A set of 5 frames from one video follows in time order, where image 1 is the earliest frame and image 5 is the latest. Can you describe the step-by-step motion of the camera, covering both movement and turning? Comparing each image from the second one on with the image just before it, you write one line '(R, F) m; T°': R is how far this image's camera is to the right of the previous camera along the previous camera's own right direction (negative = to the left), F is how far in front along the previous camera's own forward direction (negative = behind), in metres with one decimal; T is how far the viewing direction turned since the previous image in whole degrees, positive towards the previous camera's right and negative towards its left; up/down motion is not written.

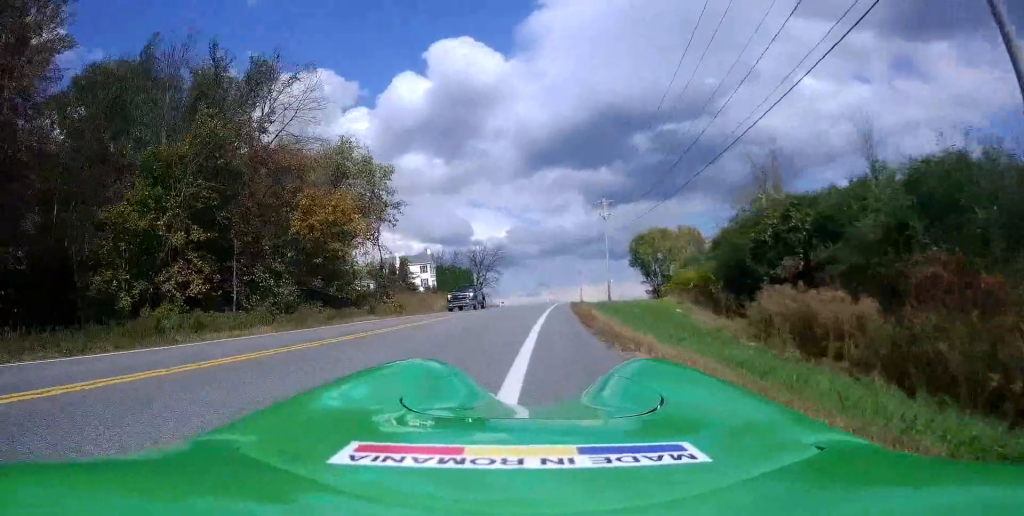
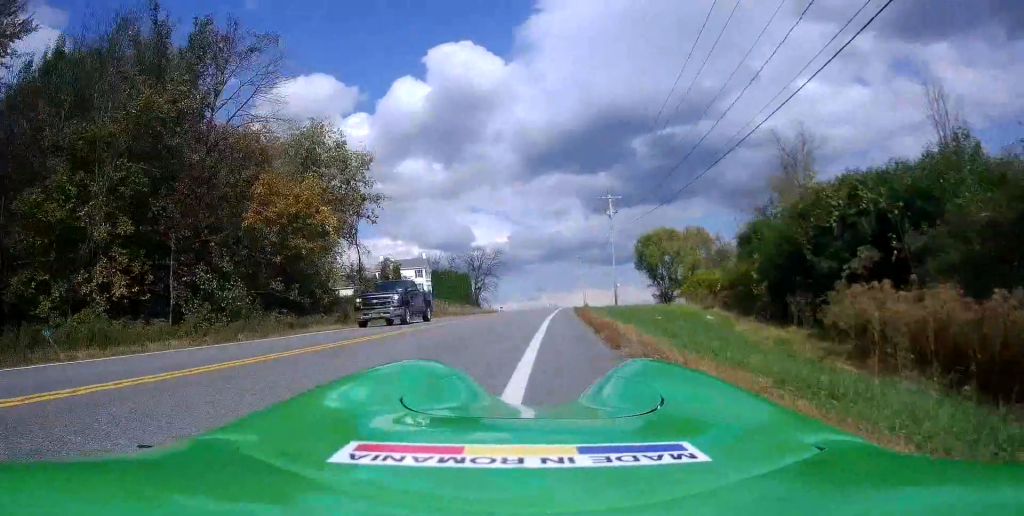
(+0.2, +5.8) m; -1°
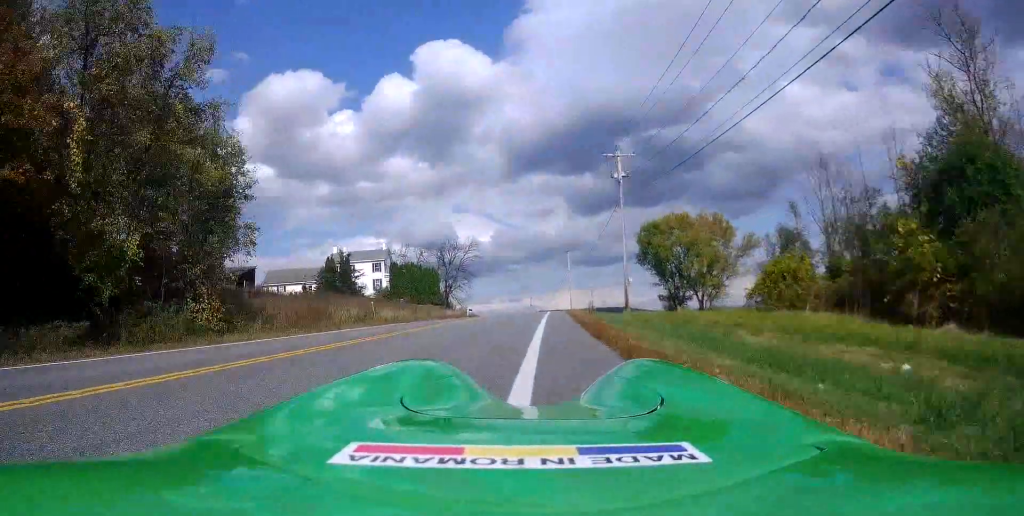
(-0.2, +19.4) m; 0°
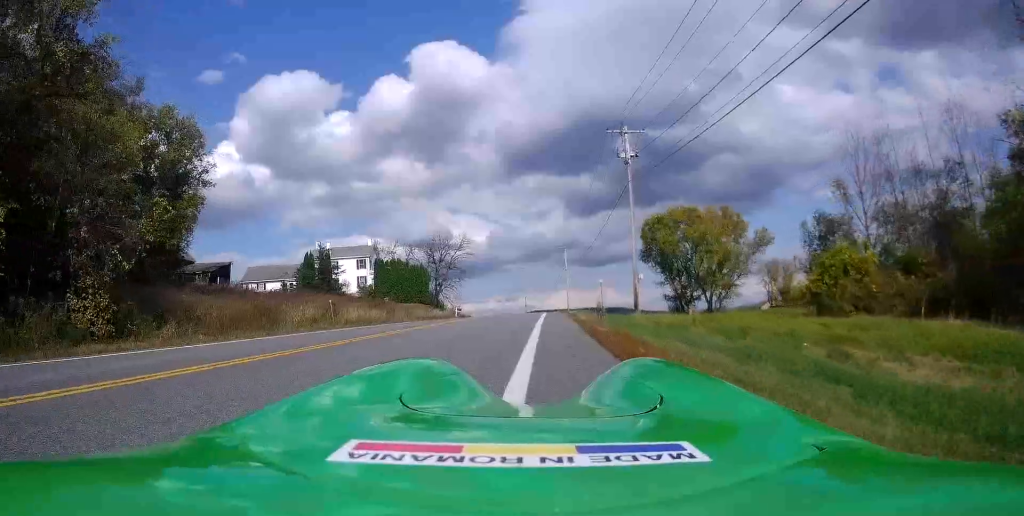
(+0.1, +6.6) m; 0°
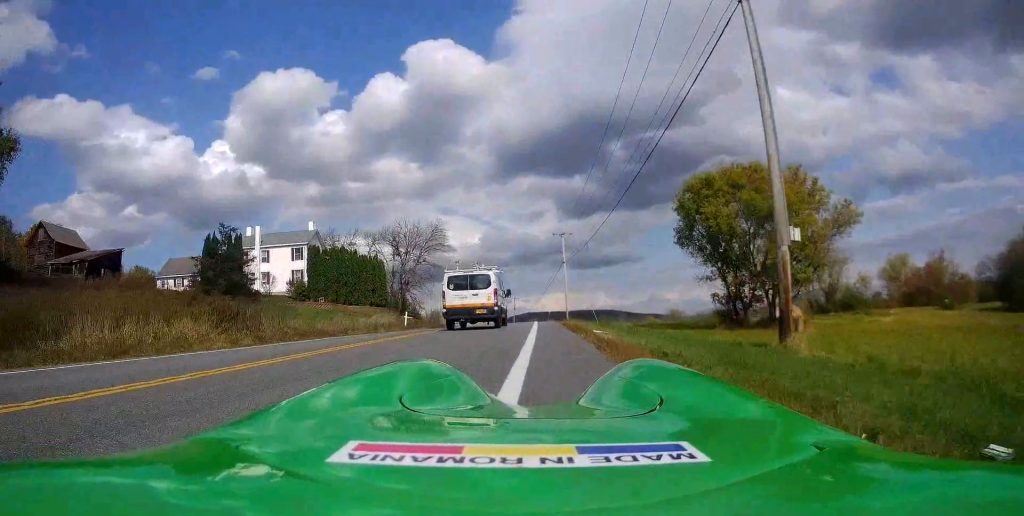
(+0.7, +23.4) m; +1°
